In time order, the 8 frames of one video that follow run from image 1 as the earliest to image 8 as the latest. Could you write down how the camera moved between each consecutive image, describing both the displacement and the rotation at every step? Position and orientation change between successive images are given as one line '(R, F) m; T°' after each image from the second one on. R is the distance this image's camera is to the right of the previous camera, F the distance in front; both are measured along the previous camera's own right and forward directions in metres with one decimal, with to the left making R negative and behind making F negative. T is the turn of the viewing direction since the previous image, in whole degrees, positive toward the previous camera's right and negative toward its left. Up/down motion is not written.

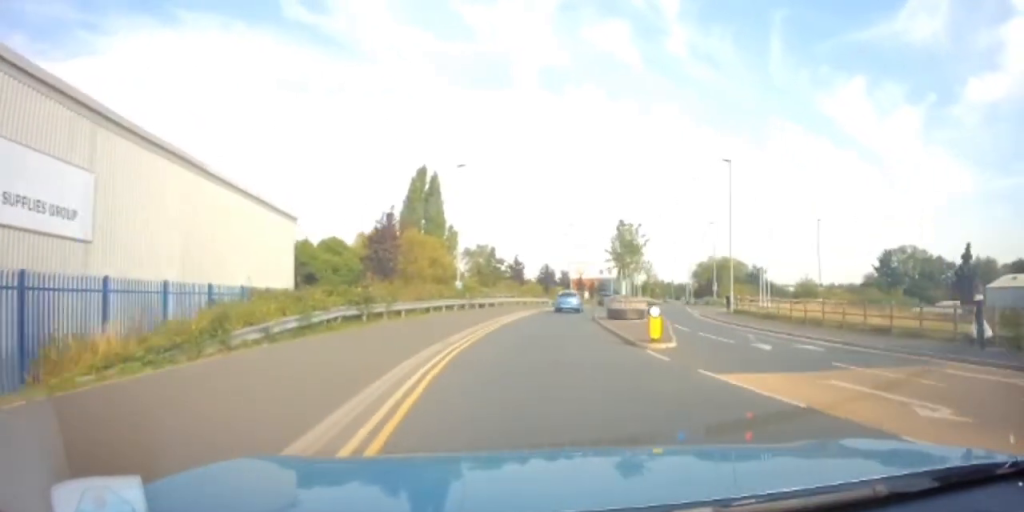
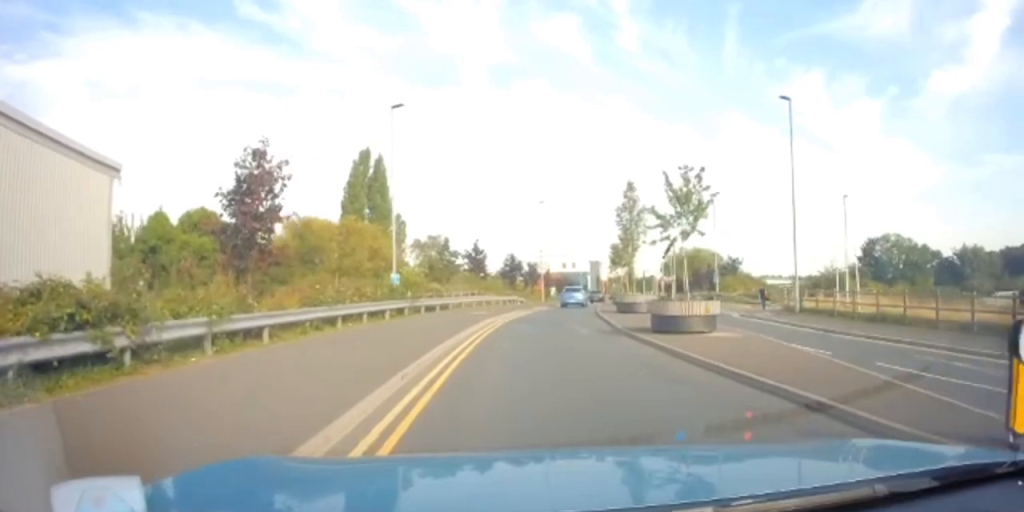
(+0.6, +12.9) m; +3°
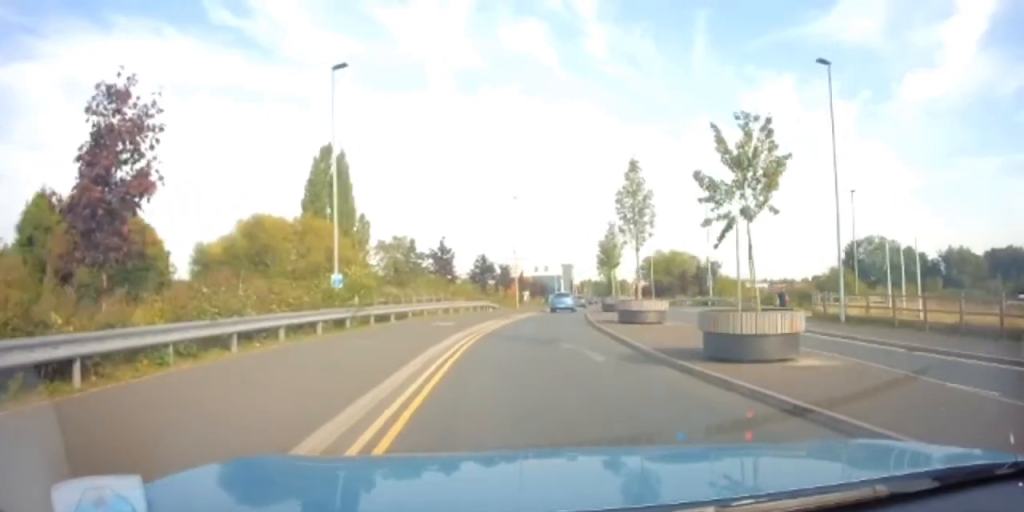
(0.0, +5.7) m; 0°
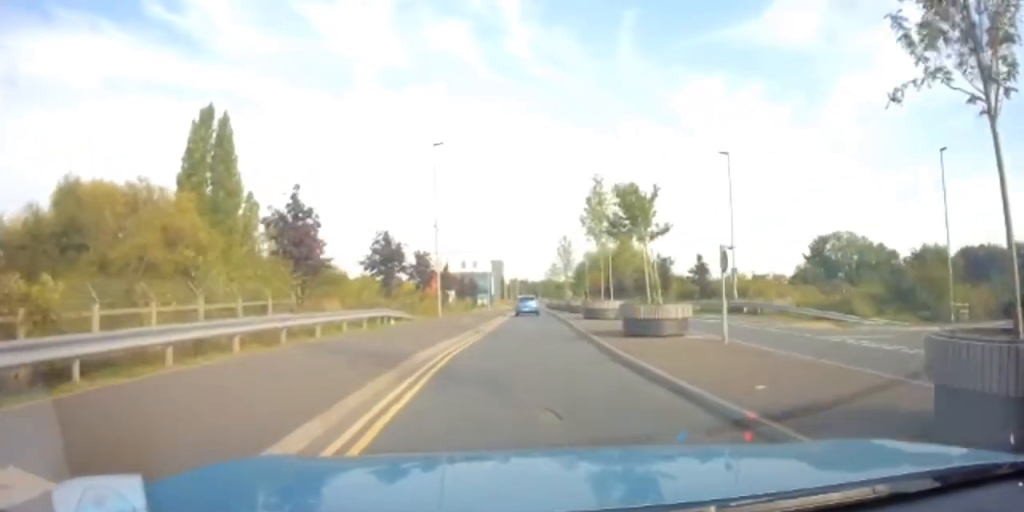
(+1.7, +18.7) m; +10°
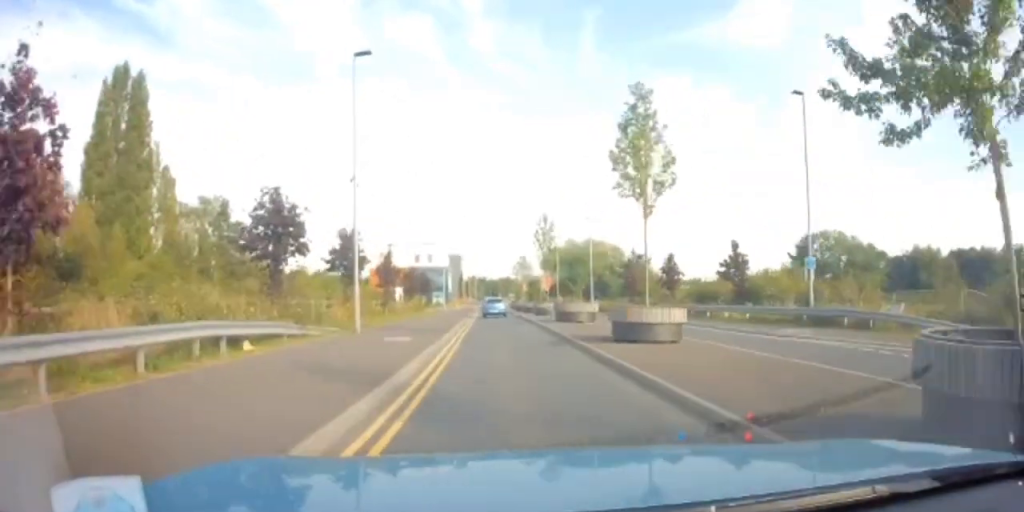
(+0.2, +12.9) m; +3°
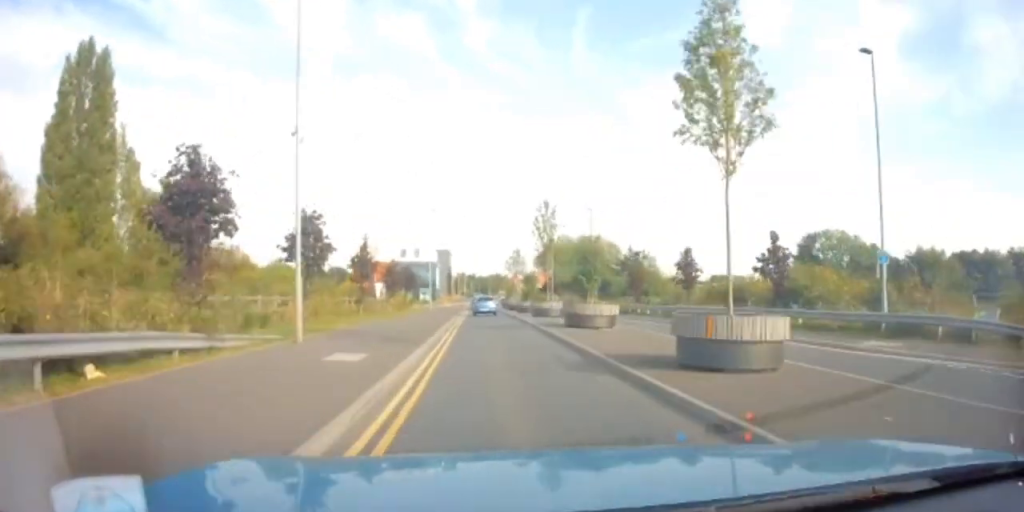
(+0.2, +5.6) m; +2°
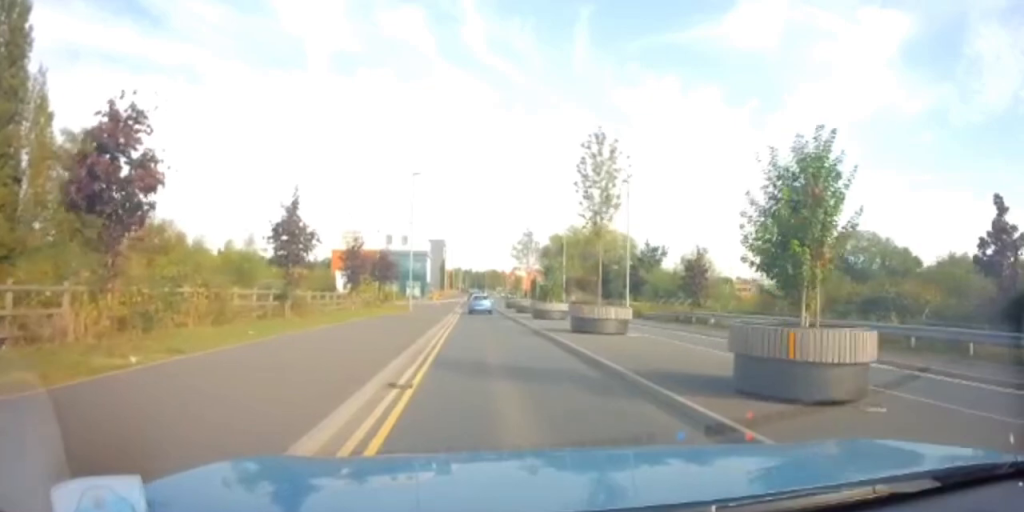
(+0.6, +14.4) m; +3°
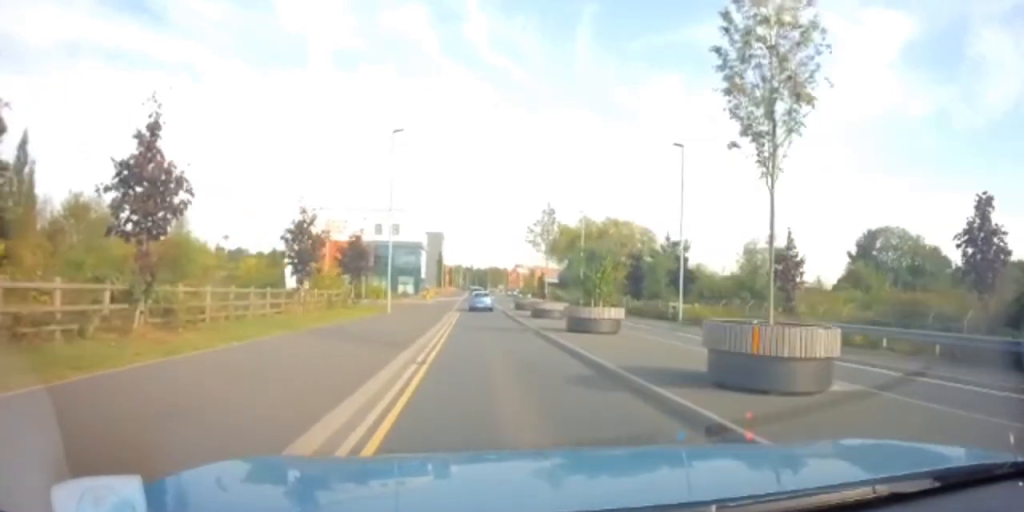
(+0.1, +11.1) m; -1°
